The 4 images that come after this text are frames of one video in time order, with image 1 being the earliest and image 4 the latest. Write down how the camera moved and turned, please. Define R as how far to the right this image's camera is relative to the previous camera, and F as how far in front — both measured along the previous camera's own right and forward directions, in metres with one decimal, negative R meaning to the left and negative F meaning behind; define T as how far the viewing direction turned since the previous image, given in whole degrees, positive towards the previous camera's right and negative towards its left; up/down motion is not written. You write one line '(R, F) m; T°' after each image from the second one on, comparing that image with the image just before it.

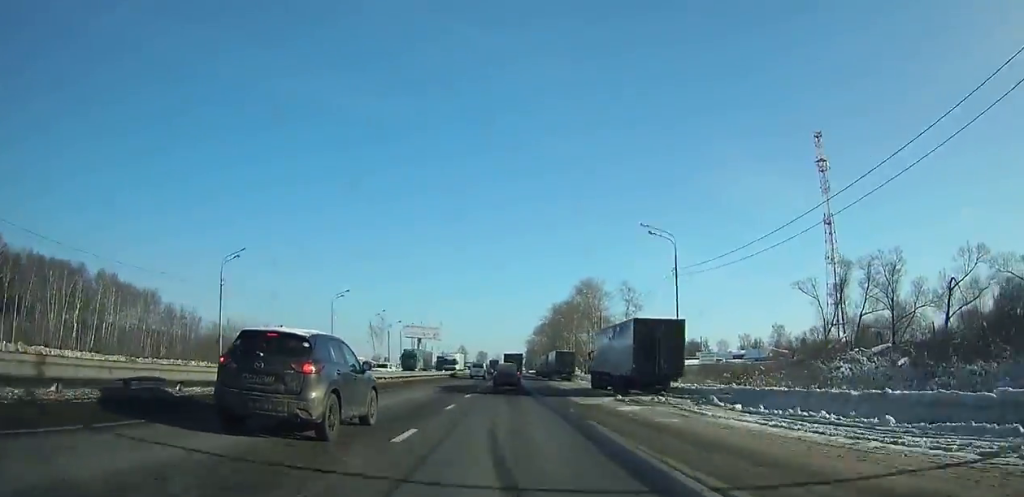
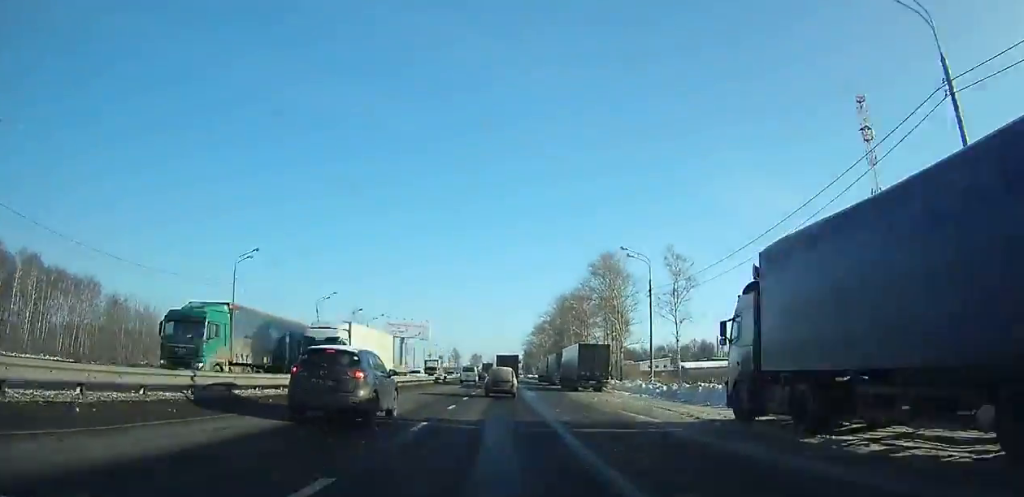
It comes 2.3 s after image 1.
(0.0, +28.7) m; 0°
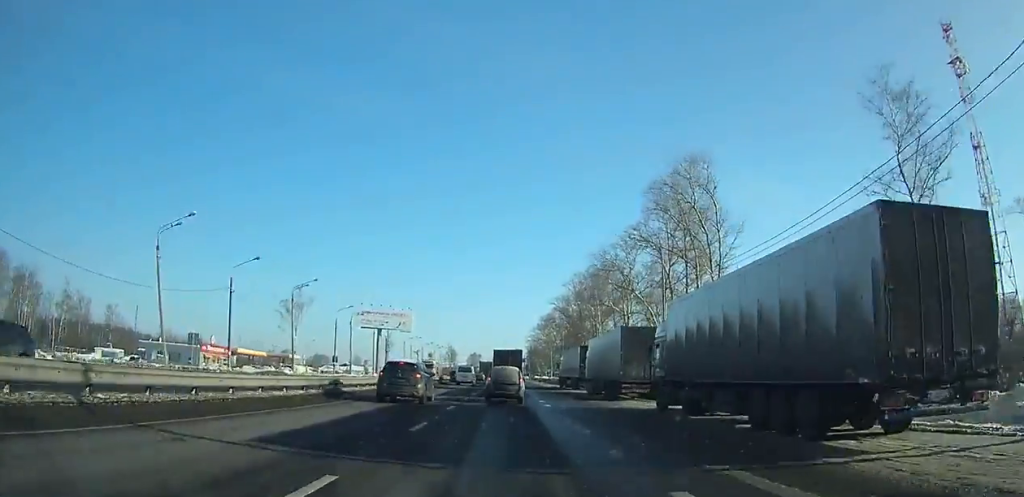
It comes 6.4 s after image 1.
(0.0, +40.7) m; 0°
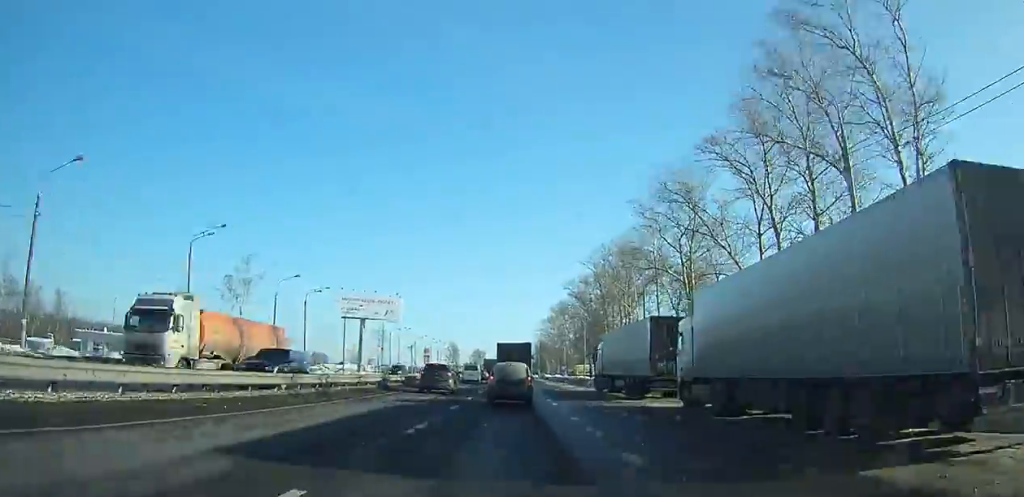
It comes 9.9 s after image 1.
(0.0, +26.9) m; 0°
